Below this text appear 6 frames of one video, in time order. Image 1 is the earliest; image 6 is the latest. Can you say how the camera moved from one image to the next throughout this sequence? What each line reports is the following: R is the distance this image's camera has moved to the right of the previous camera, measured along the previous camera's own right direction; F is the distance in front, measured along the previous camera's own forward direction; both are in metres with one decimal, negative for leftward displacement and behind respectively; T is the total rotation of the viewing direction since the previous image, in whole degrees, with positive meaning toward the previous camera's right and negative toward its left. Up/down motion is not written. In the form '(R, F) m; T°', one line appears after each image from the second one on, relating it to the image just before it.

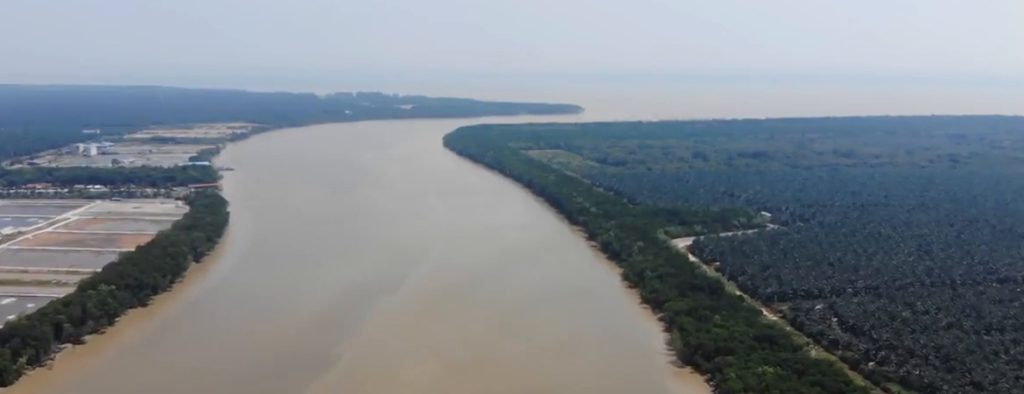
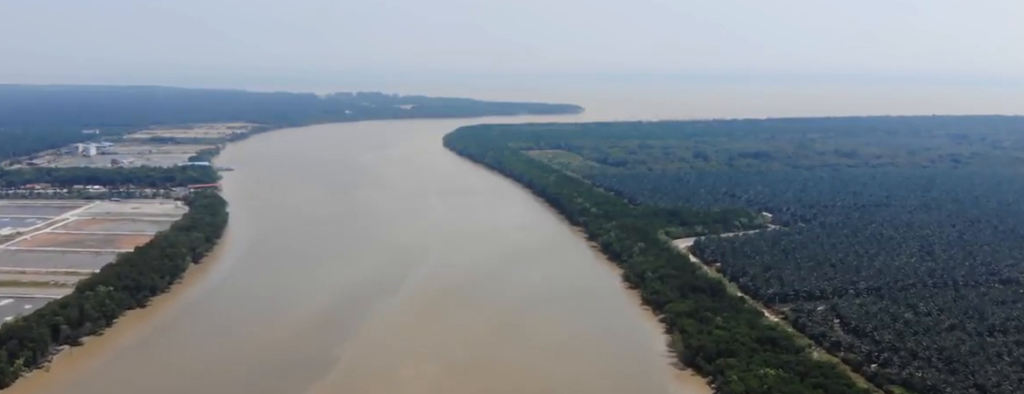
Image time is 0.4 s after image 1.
(0.0, +3.0) m; 0°
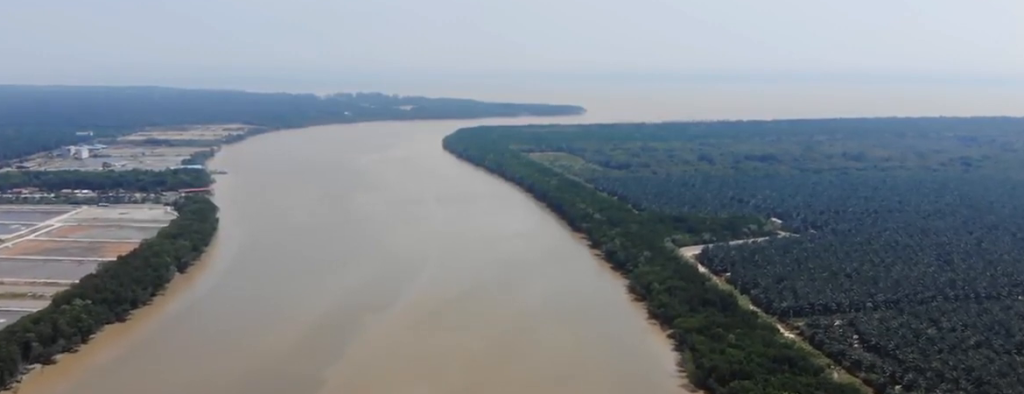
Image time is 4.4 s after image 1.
(-0.1, +29.3) m; -1°
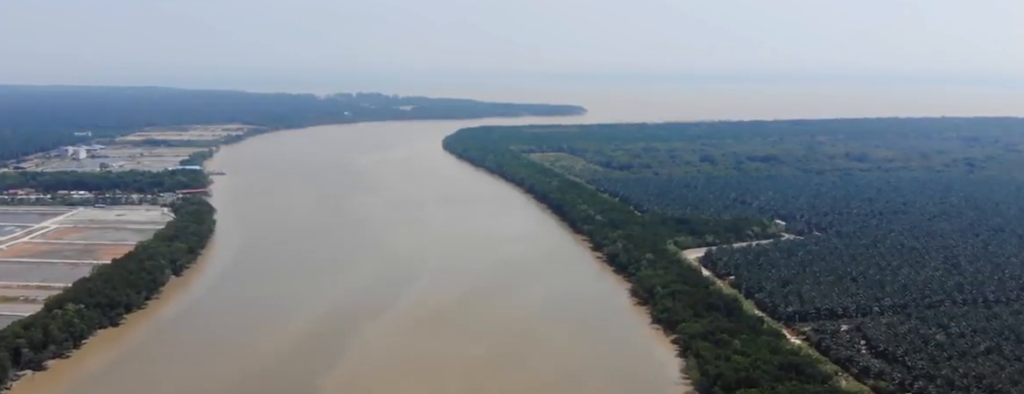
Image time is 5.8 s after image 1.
(-0.2, +9.6) m; -3°
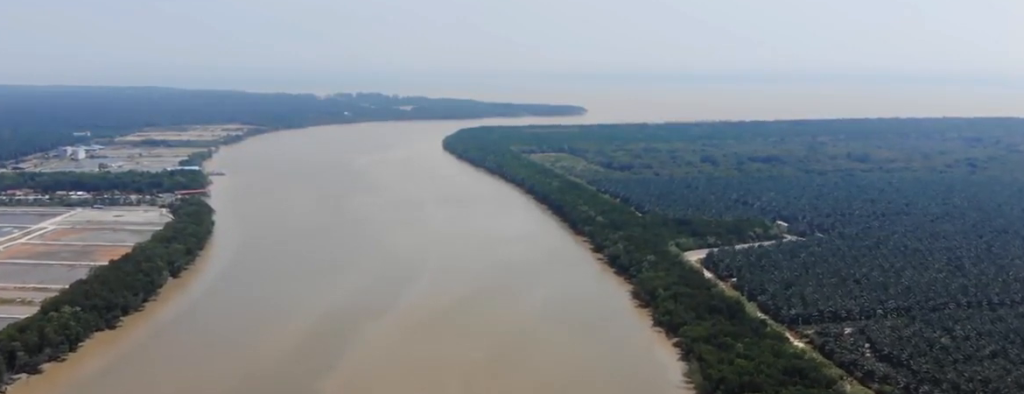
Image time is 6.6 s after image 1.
(-0.1, +5.1) m; -1°
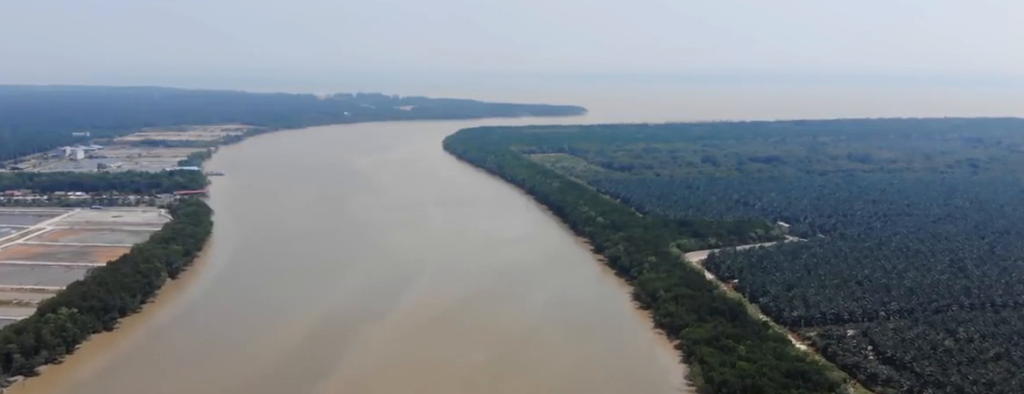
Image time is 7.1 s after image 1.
(0.0, +3.7) m; 0°
